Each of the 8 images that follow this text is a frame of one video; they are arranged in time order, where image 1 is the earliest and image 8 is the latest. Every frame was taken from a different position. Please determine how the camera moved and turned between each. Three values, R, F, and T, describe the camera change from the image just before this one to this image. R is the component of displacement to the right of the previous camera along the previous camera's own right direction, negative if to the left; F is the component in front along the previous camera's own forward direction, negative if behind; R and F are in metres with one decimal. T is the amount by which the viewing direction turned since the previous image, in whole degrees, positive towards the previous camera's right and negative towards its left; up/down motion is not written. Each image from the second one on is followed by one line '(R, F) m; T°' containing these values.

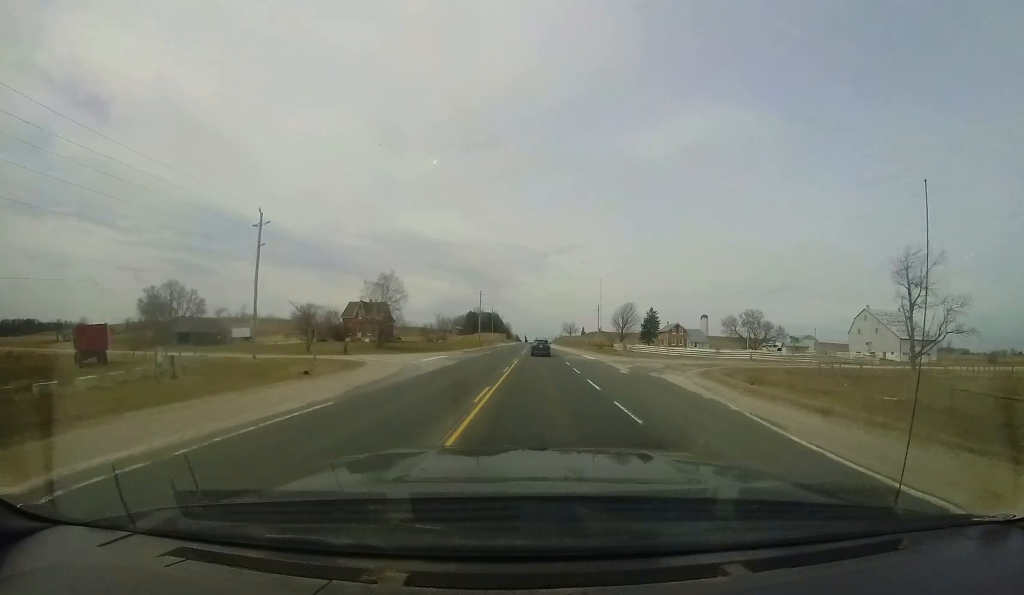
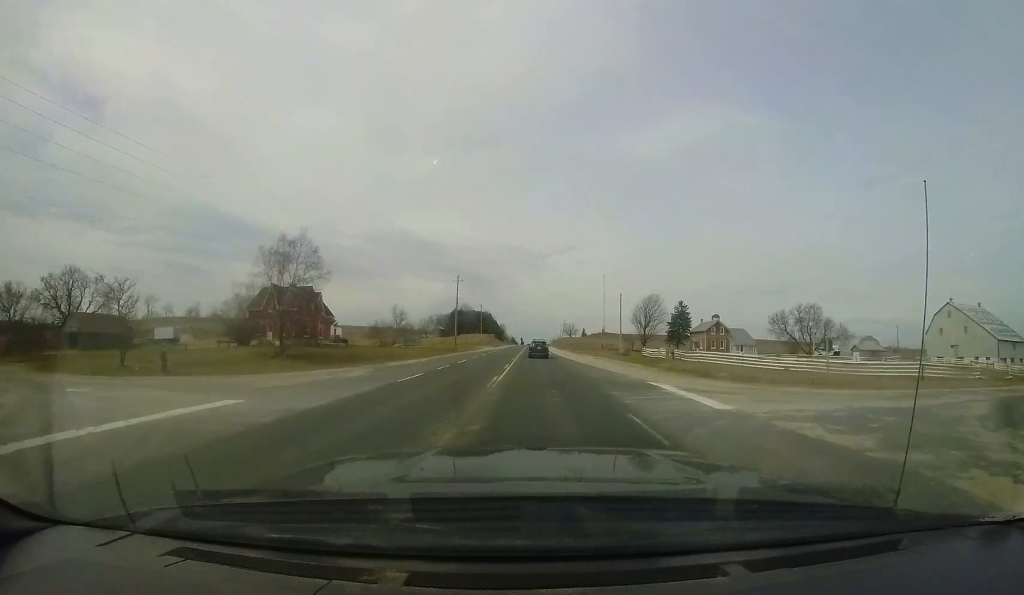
(-0.2, +25.5) m; 0°
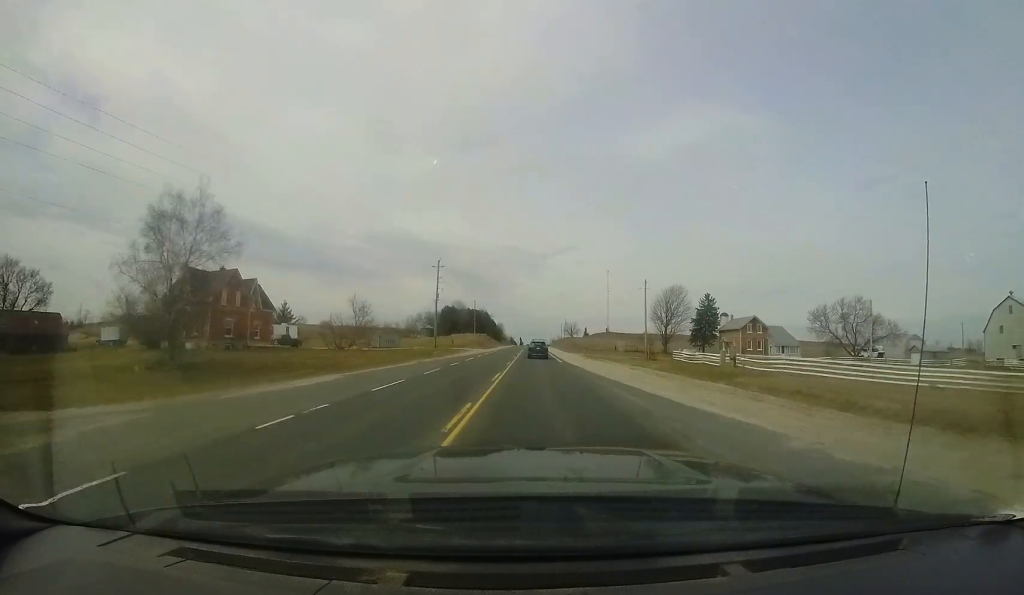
(+0.1, +14.2) m; -1°
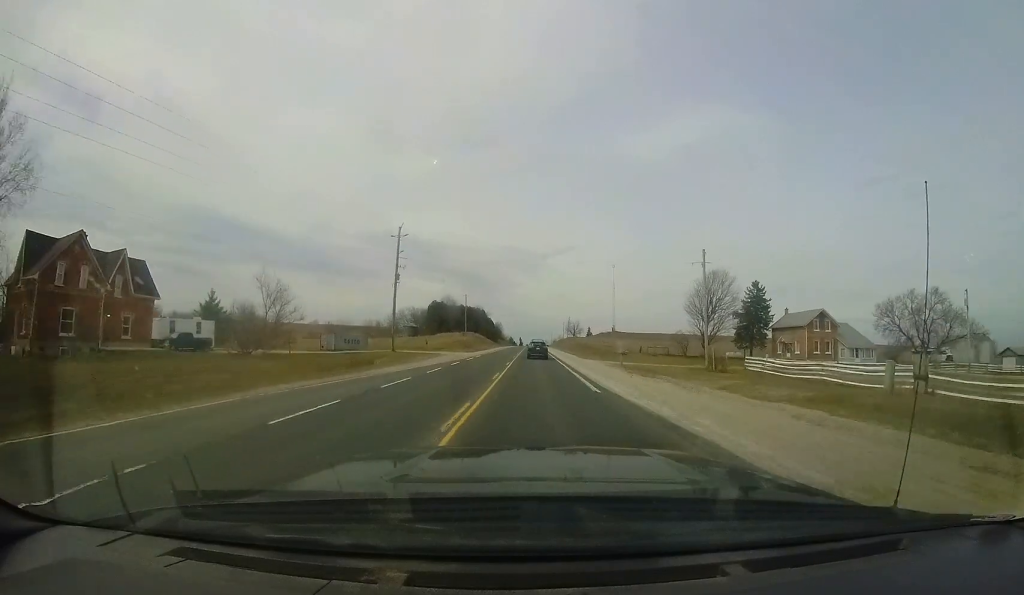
(-0.1, +17.3) m; 0°
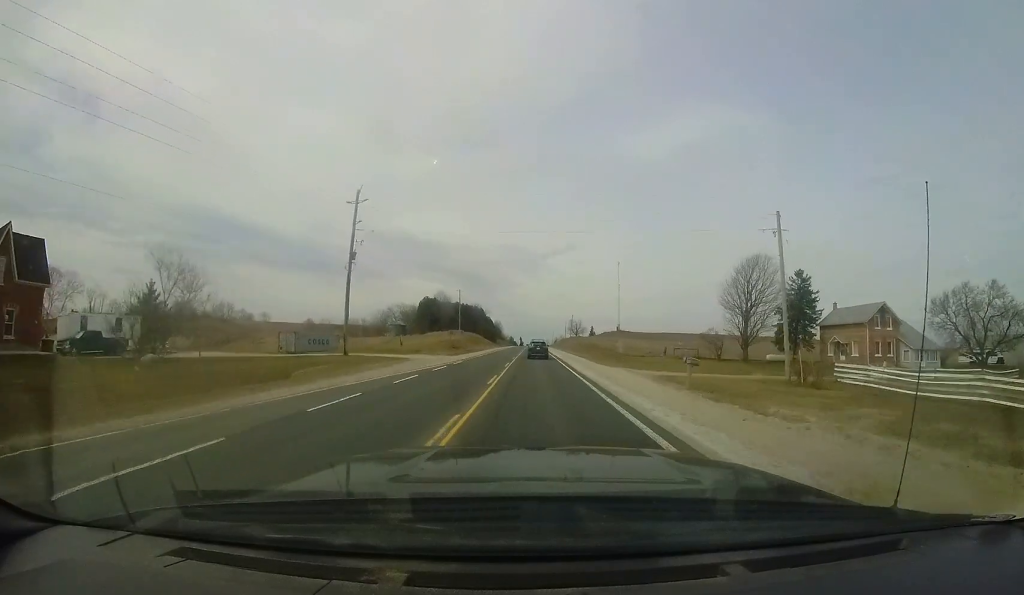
(-0.3, +10.5) m; 0°
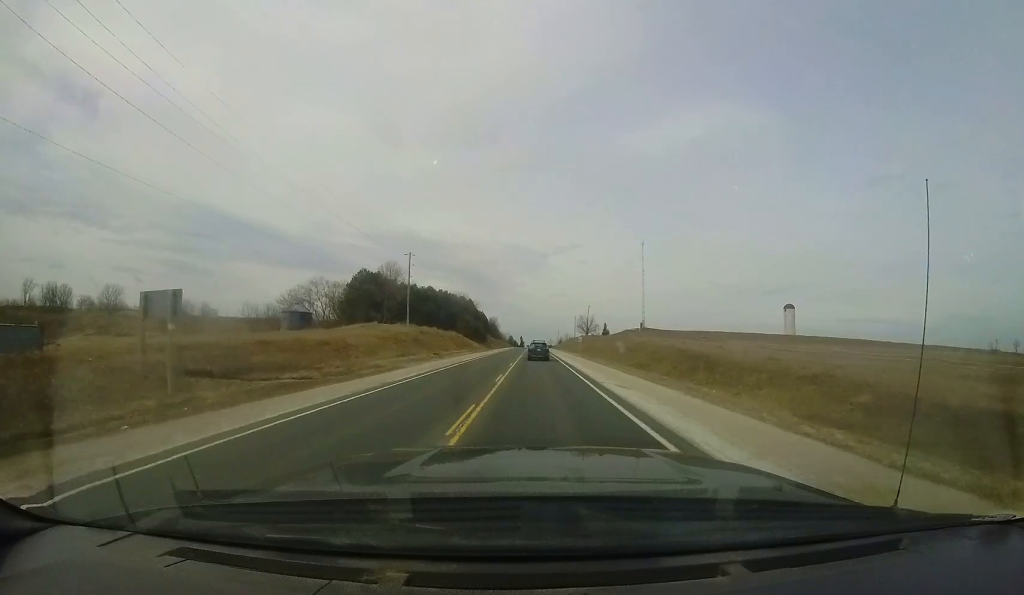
(+0.8, +43.2) m; 0°
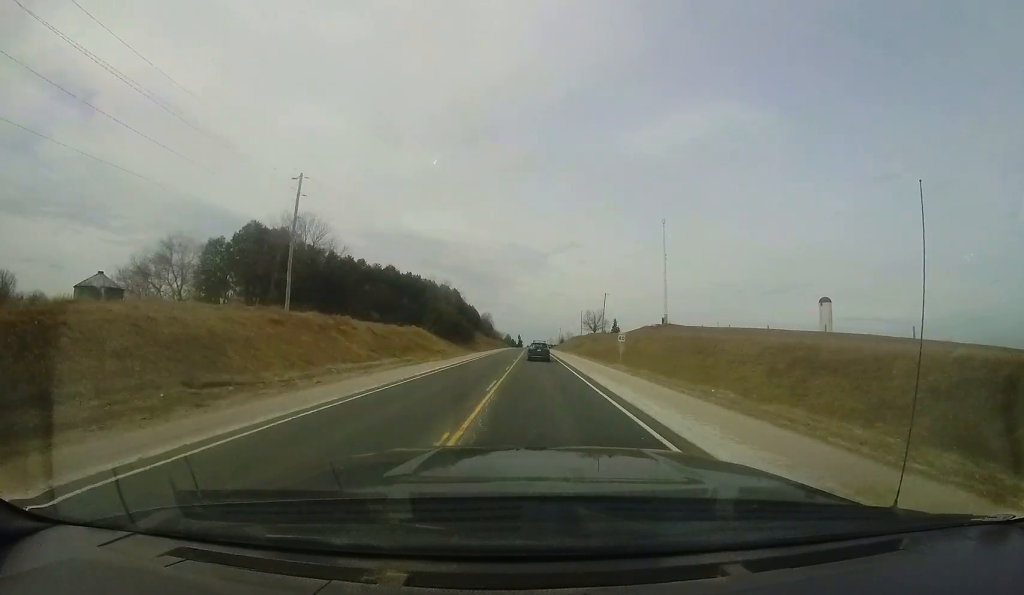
(-0.2, +29.7) m; -2°
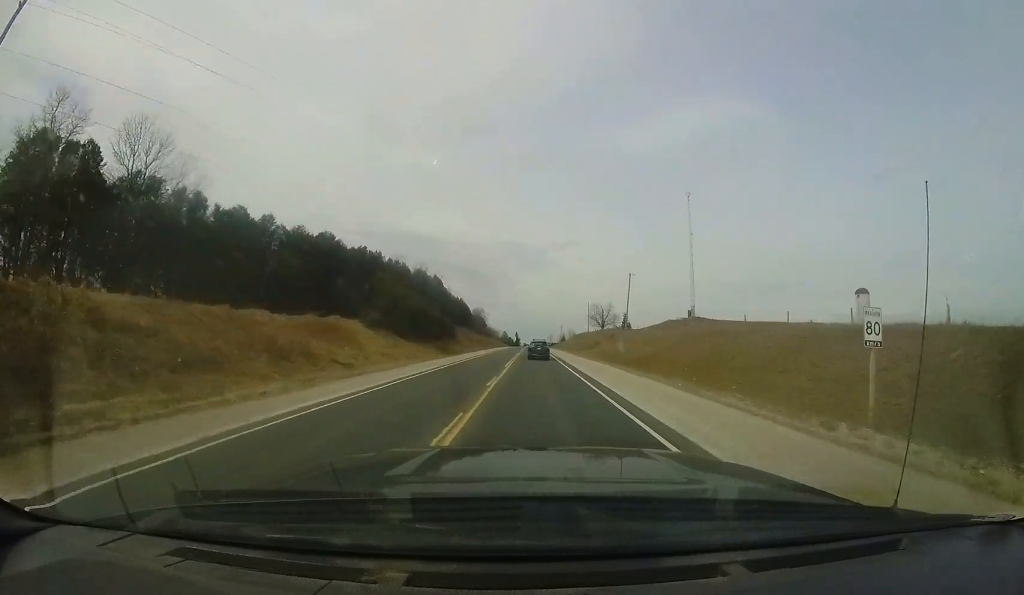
(-0.4, +25.1) m; +1°
